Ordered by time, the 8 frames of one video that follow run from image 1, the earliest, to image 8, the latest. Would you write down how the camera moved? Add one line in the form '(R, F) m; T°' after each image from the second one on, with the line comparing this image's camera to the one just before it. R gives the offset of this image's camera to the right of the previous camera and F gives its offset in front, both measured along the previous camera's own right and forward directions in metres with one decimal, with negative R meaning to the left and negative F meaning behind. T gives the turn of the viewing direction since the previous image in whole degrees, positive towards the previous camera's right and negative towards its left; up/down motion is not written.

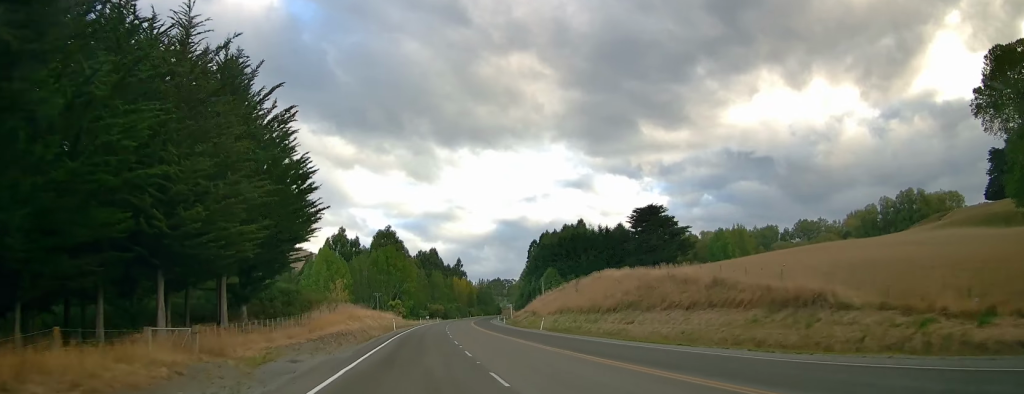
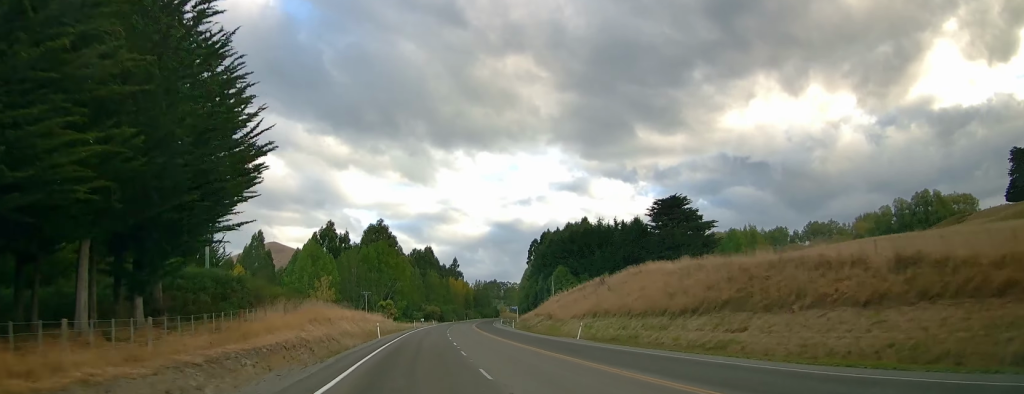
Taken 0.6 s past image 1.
(+0.1, +16.9) m; +2°
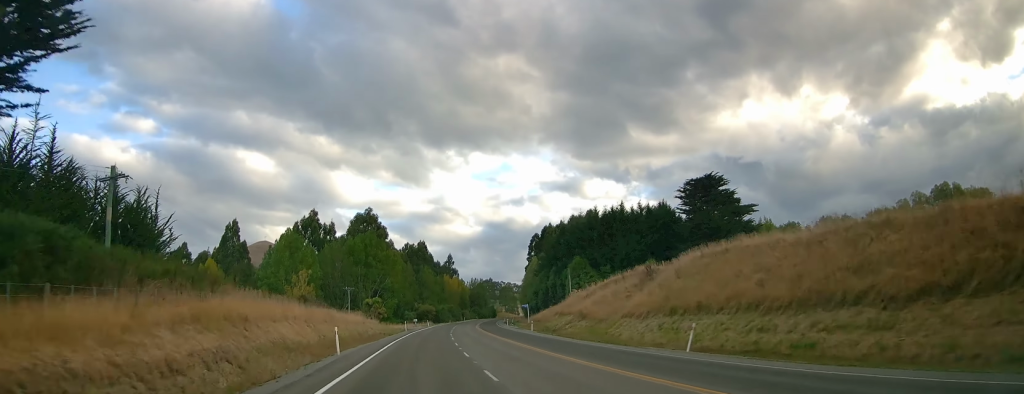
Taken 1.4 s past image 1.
(+0.4, +20.5) m; +2°
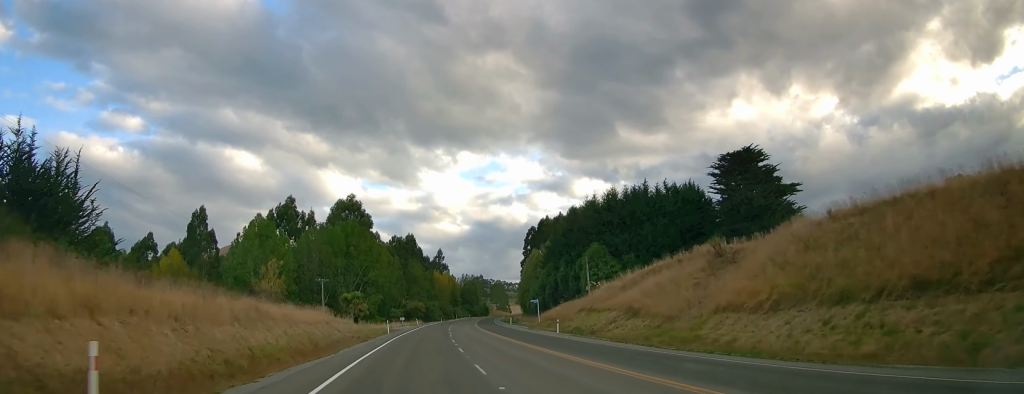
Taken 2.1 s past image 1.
(+0.5, +18.8) m; +1°
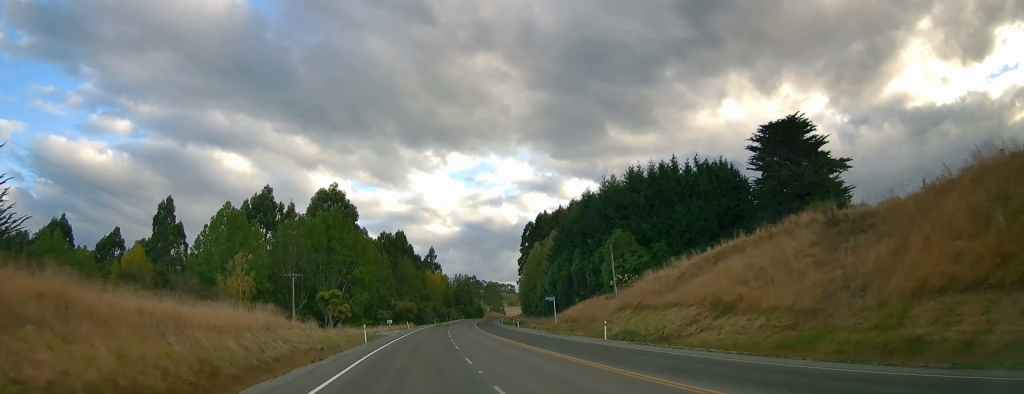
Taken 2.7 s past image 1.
(0.0, +16.2) m; 0°
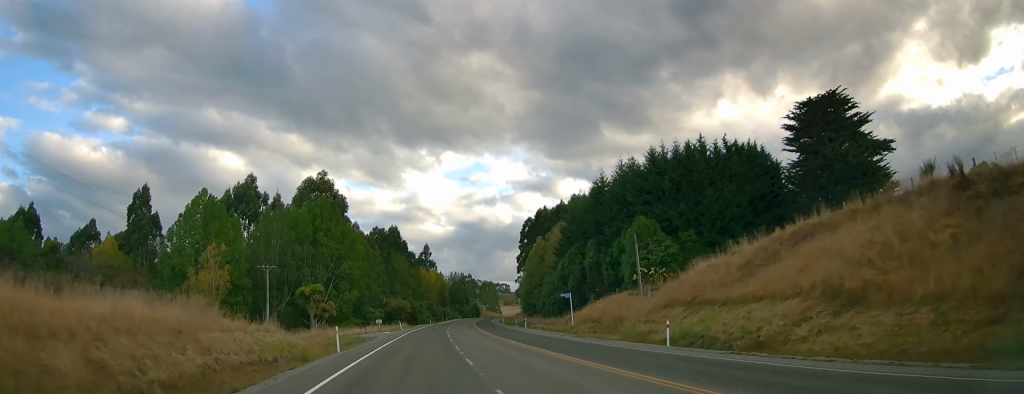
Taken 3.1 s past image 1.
(0.0, +10.8) m; 0°
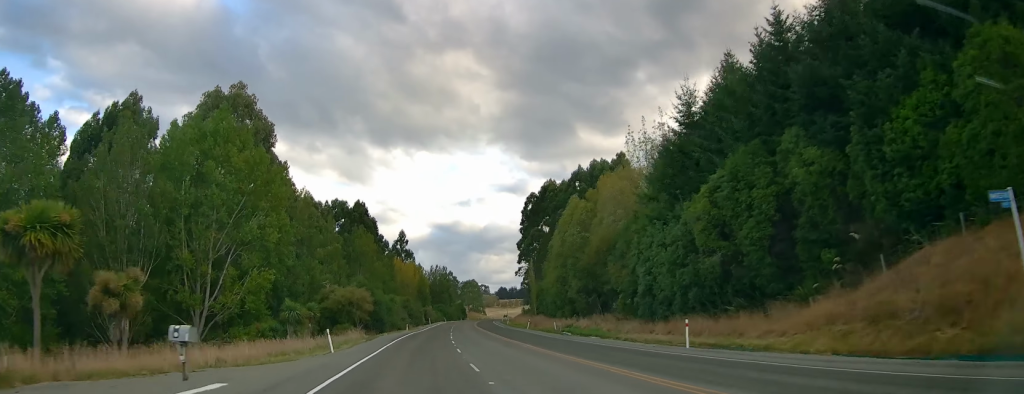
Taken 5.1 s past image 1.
(+2.4, +52.9) m; +3°
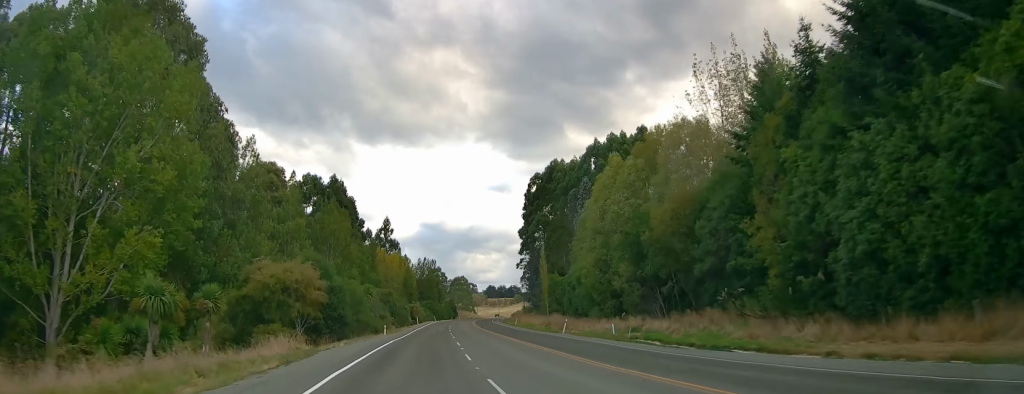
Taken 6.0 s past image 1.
(-1.1, +26.0) m; 0°
